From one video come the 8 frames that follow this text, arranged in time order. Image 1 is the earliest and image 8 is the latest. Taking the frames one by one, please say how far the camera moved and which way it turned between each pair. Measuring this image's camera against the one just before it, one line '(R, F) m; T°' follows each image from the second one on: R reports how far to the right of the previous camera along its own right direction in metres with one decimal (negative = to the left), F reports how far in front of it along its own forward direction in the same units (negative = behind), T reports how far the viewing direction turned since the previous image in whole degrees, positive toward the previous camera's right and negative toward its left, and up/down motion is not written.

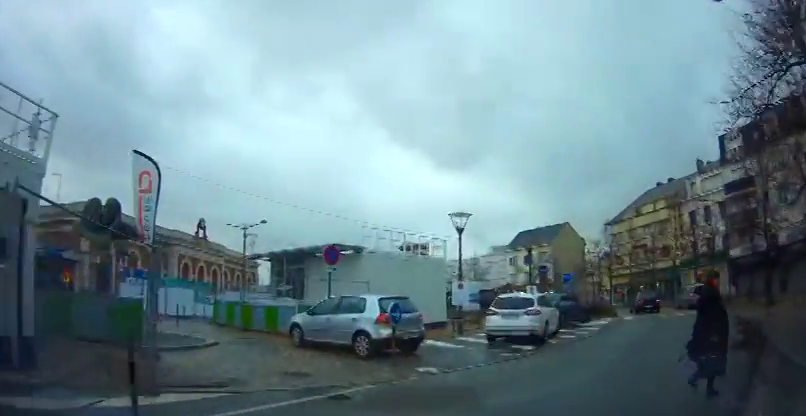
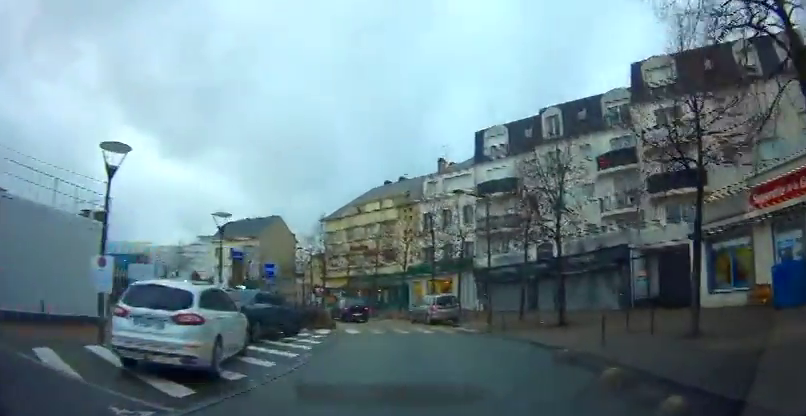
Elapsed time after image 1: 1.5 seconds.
(+2.0, +5.9) m; +32°
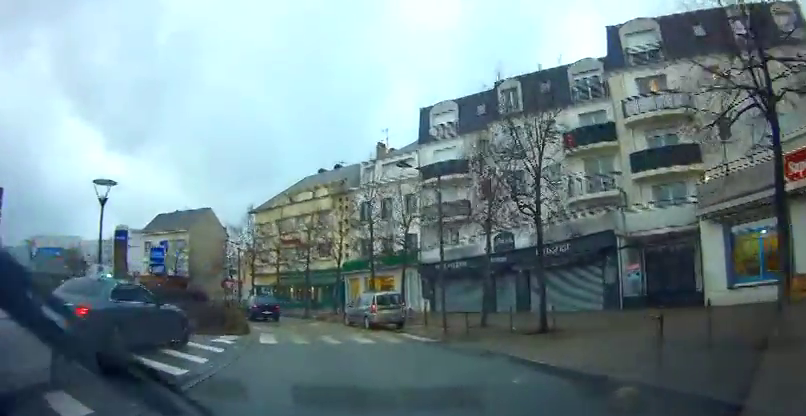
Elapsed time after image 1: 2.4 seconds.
(+0.5, +4.4) m; +8°
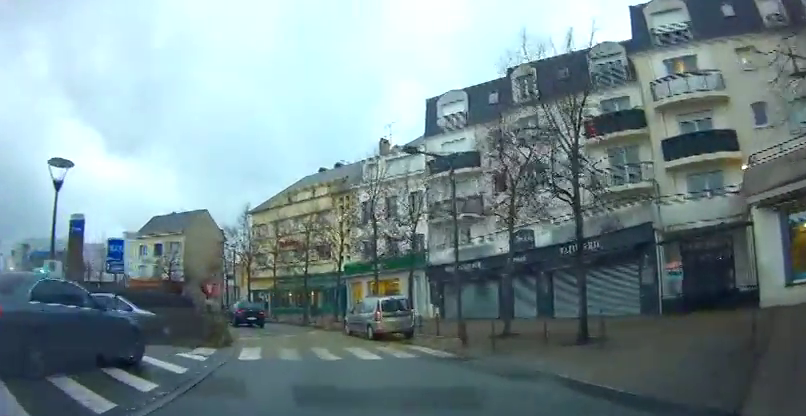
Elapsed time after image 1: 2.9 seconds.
(0.0, +2.6) m; +2°
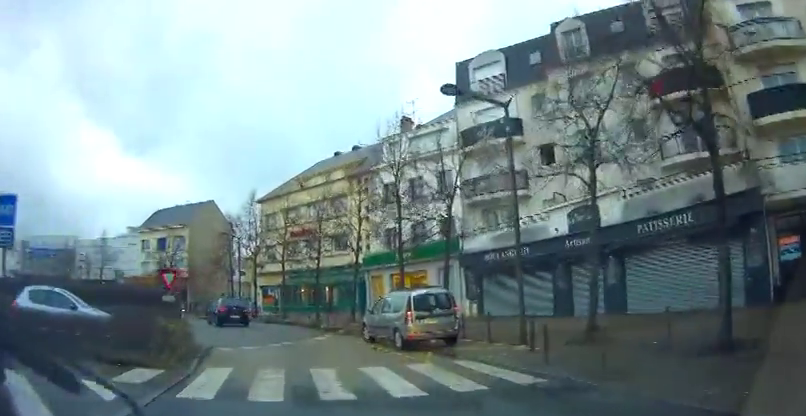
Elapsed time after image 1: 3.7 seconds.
(+0.1, +5.0) m; -1°
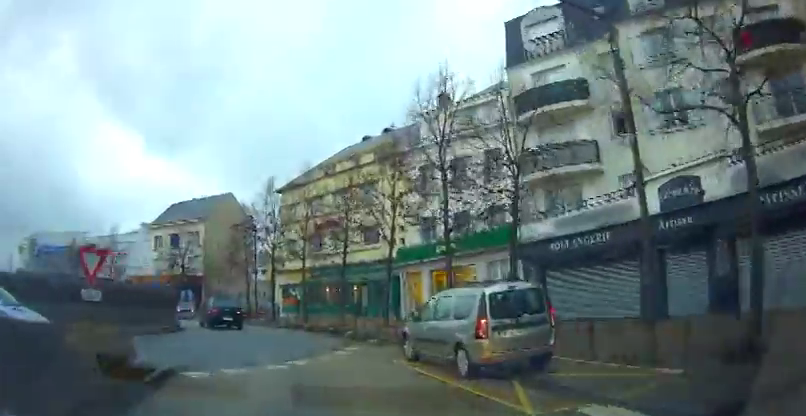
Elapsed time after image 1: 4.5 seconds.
(-0.1, +4.9) m; -4°
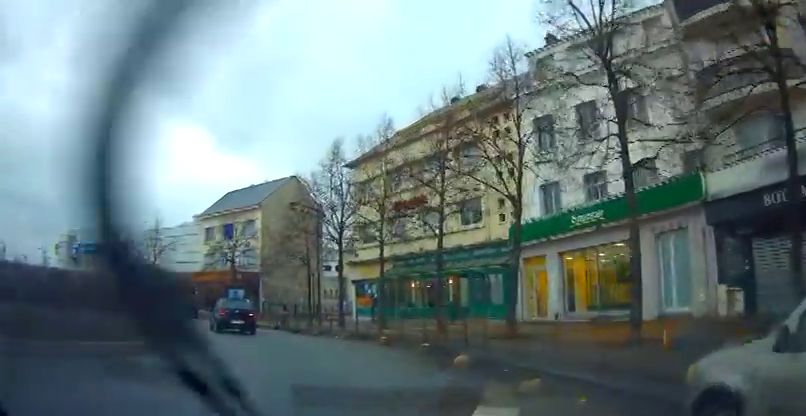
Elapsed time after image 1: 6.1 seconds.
(-0.8, +8.7) m; -11°
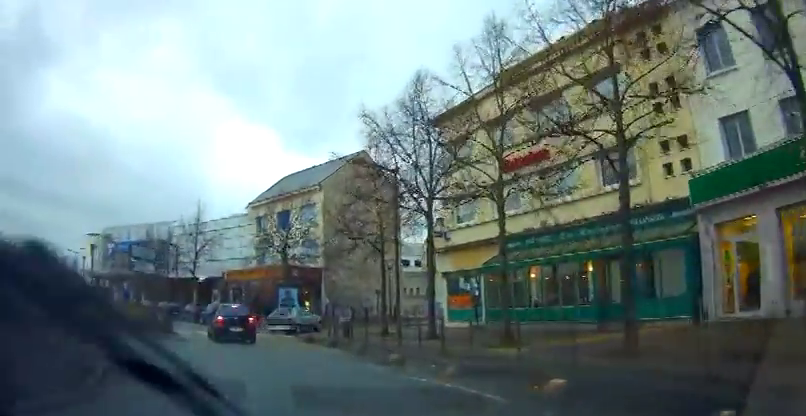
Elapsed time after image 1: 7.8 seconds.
(-0.6, +9.0) m; -10°
